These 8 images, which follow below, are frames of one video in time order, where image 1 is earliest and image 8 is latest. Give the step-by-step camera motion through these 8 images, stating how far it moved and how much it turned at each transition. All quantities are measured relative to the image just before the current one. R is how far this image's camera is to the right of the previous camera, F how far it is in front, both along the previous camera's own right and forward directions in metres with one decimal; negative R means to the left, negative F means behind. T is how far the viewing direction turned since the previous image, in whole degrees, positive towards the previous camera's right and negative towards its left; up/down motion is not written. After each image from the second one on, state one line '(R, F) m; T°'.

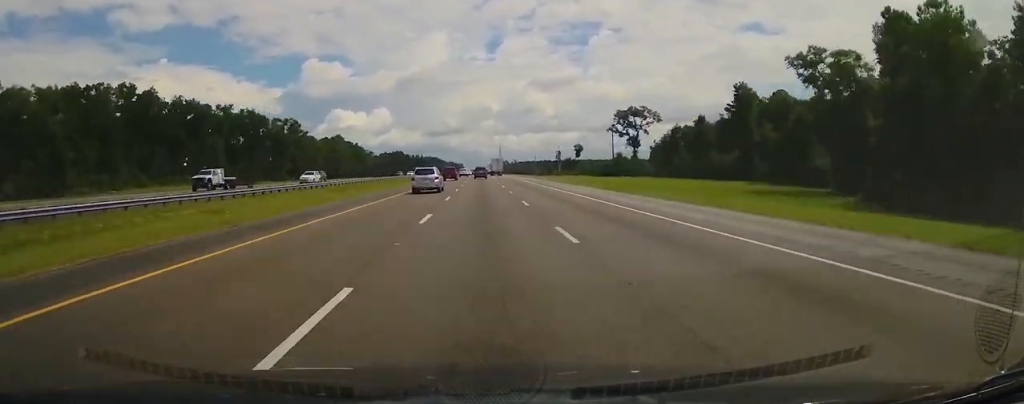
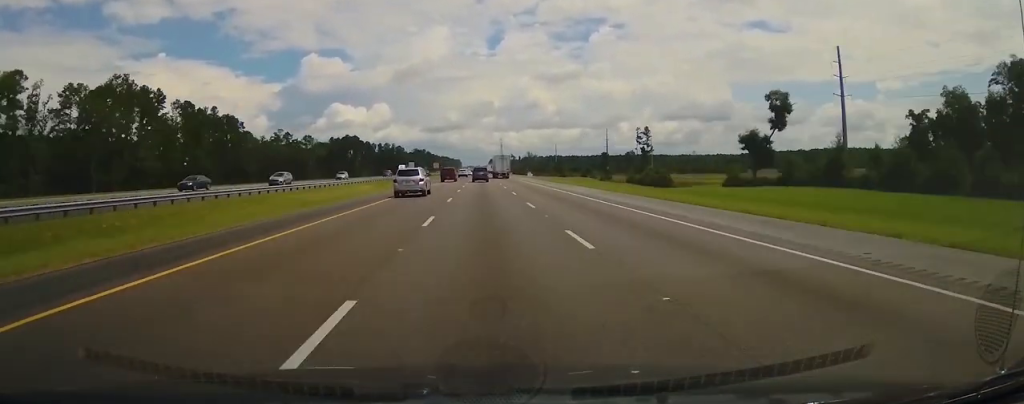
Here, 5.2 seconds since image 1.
(0.0, +264.8) m; 0°
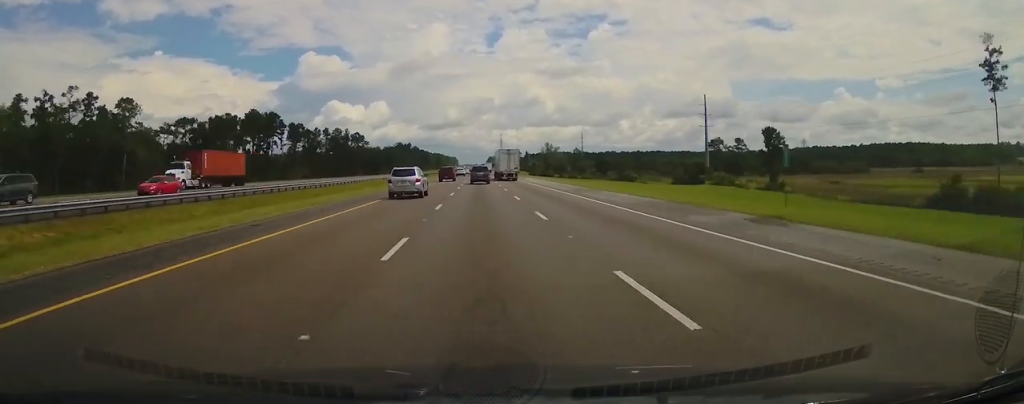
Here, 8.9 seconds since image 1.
(+0.2, +162.6) m; 0°
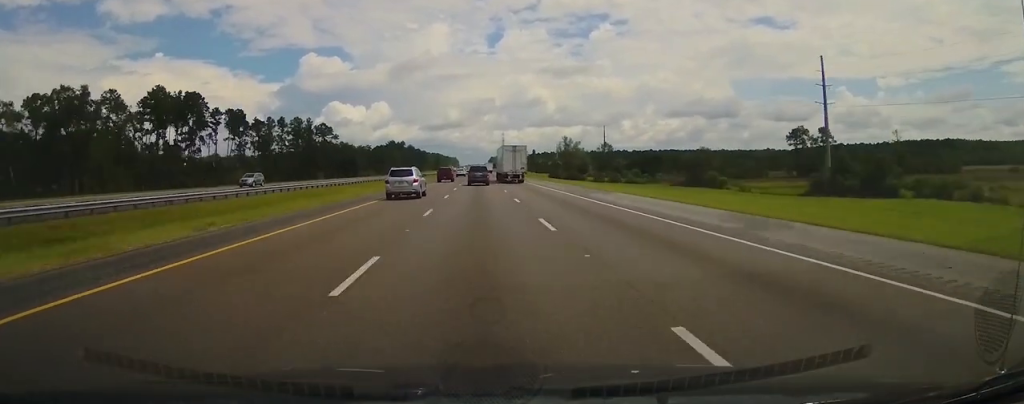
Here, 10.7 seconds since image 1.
(+0.1, +66.3) m; 0°
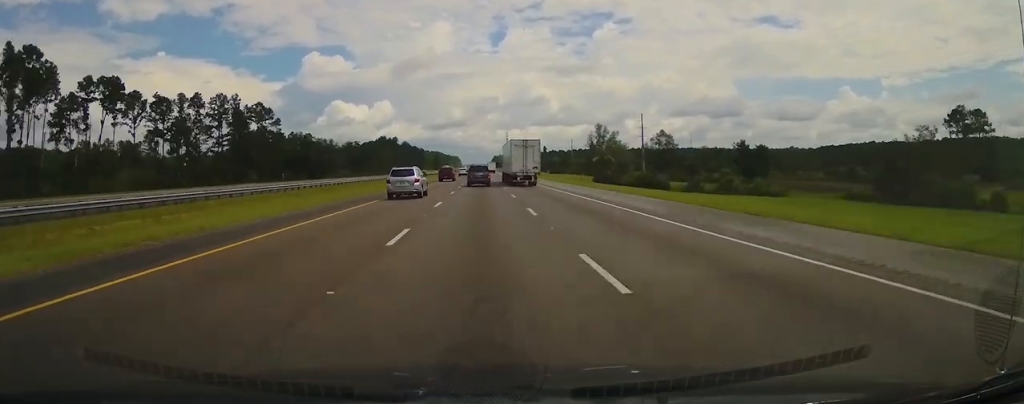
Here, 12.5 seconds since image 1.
(-0.1, +67.0) m; 0°
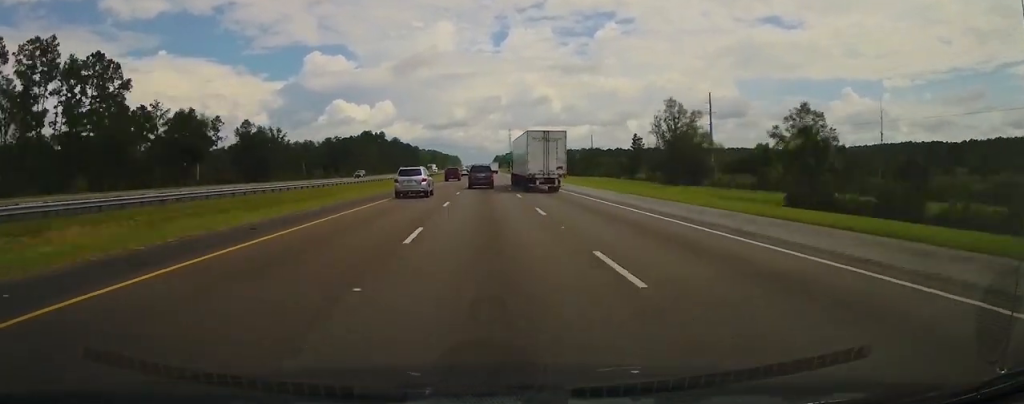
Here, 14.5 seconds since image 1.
(-0.1, +71.4) m; 0°
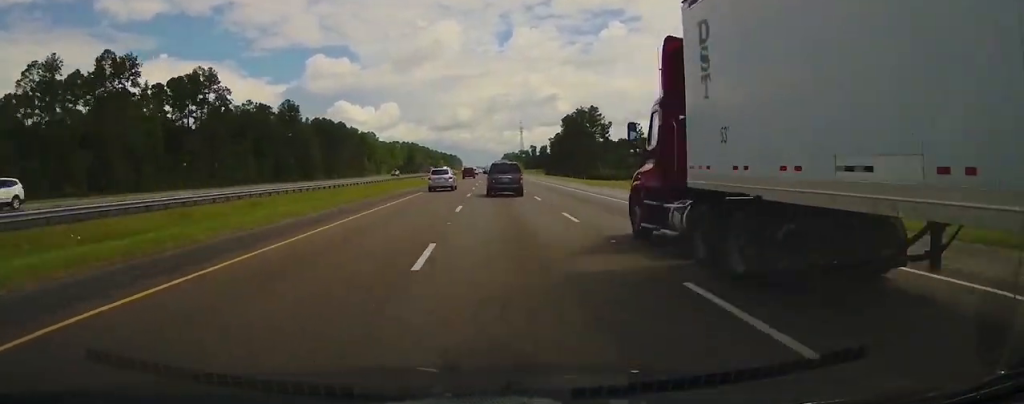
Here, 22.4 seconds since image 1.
(+1.4, +261.5) m; -1°
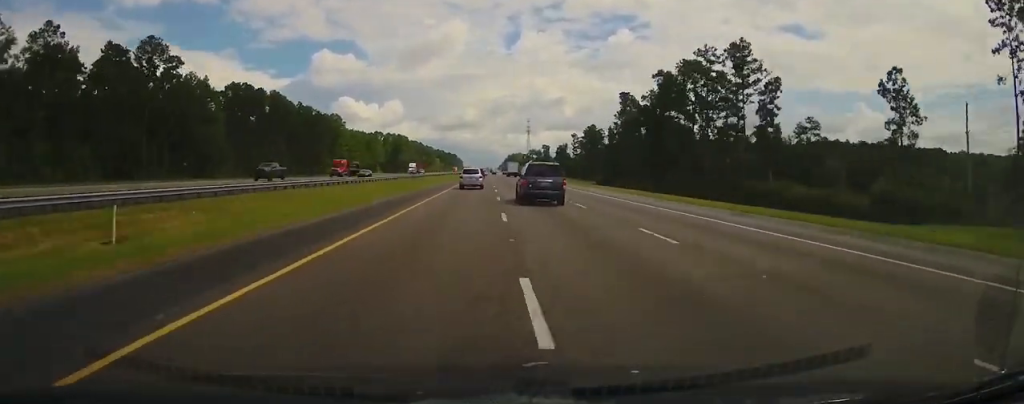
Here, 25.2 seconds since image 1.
(-2.4, +107.8) m; 0°
